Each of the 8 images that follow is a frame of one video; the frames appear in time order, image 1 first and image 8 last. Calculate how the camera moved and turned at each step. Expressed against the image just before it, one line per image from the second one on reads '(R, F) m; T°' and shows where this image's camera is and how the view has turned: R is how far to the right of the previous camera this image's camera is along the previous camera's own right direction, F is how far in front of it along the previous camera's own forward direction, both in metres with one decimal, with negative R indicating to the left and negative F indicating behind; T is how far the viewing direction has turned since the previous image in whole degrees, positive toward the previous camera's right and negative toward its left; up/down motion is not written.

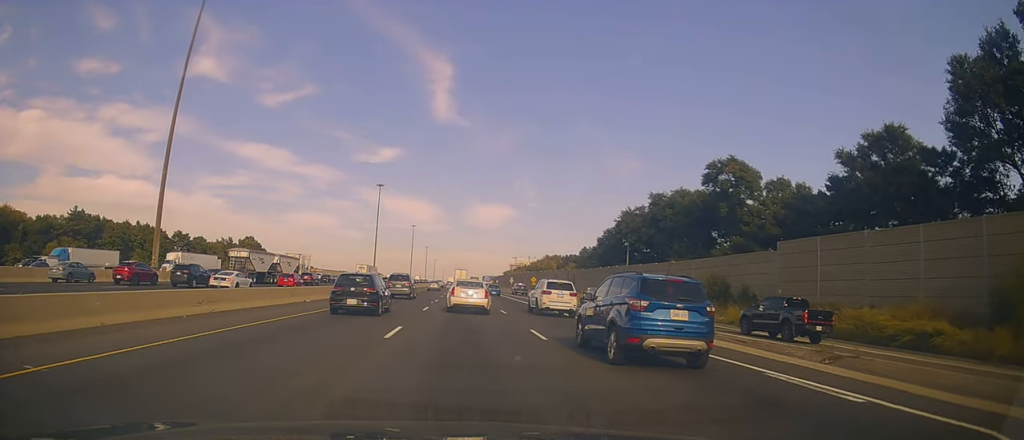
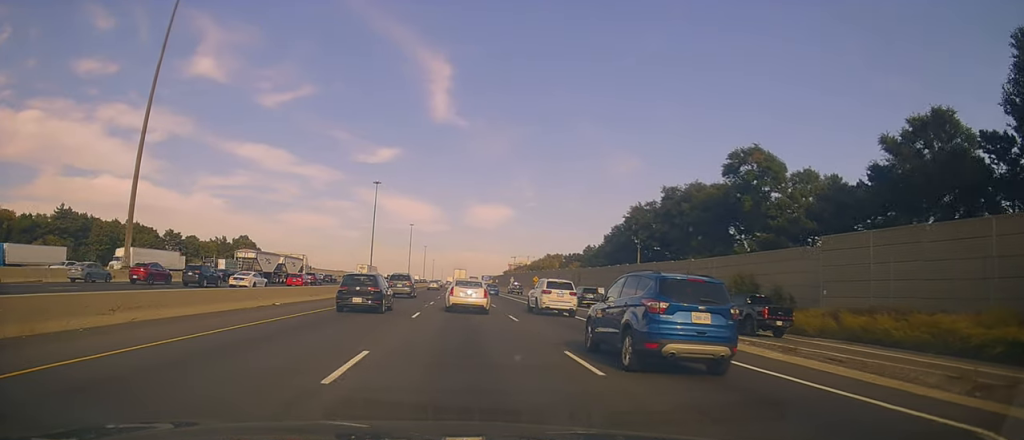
(-0.4, +5.4) m; -1°
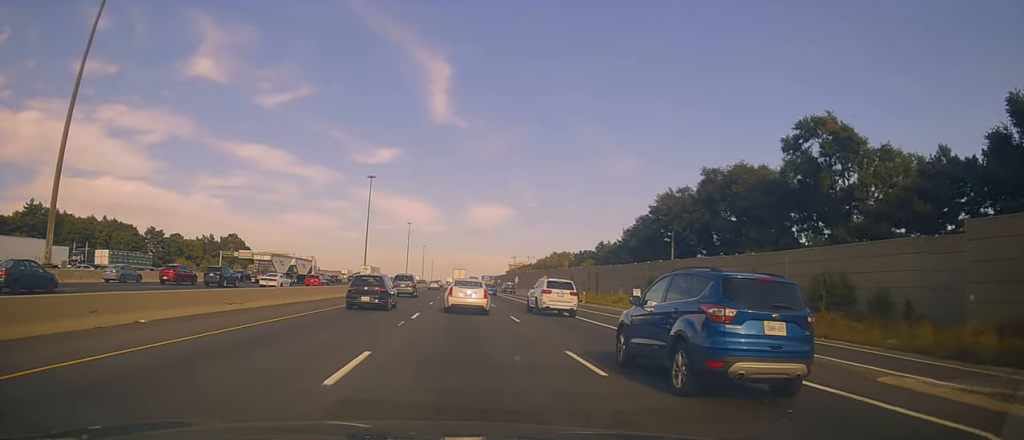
(-0.1, +12.1) m; +1°
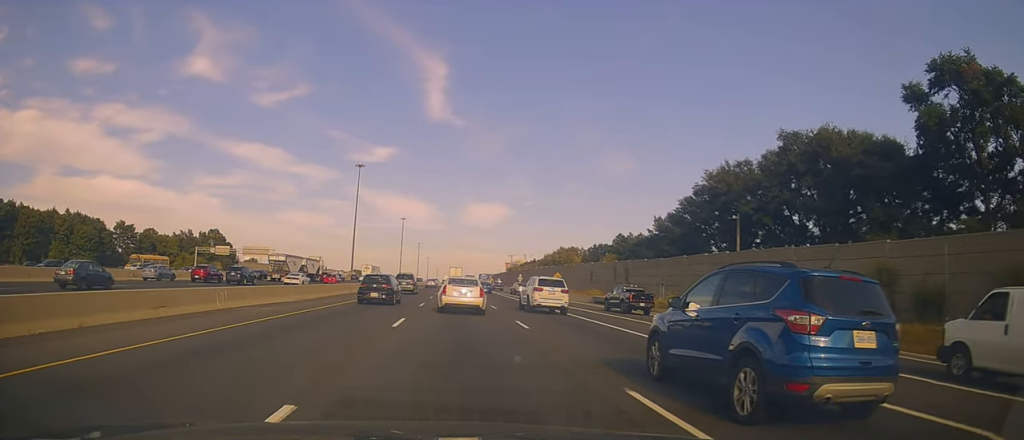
(+0.6, +16.8) m; +3°
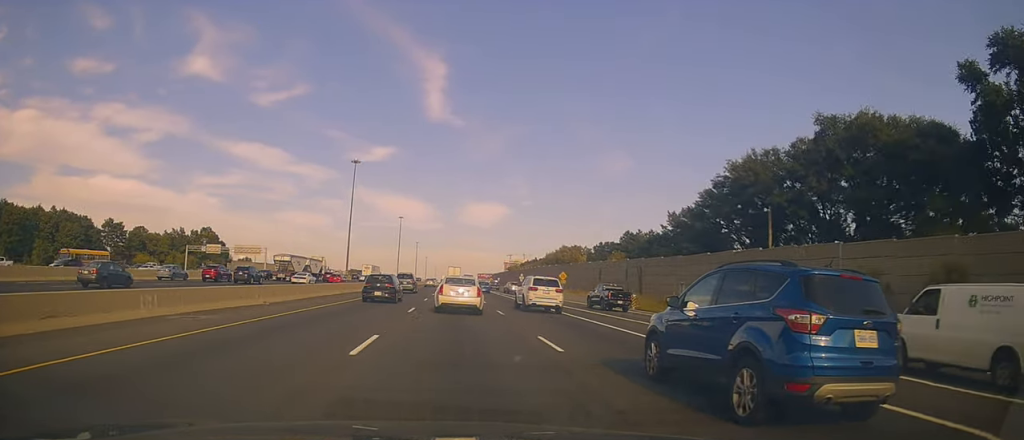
(+0.3, +6.0) m; -2°
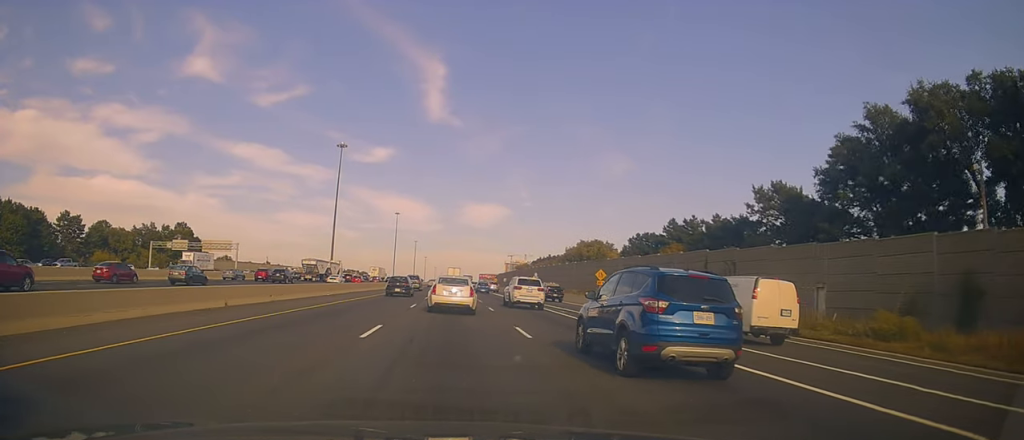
(-0.2, +23.9) m; +1°
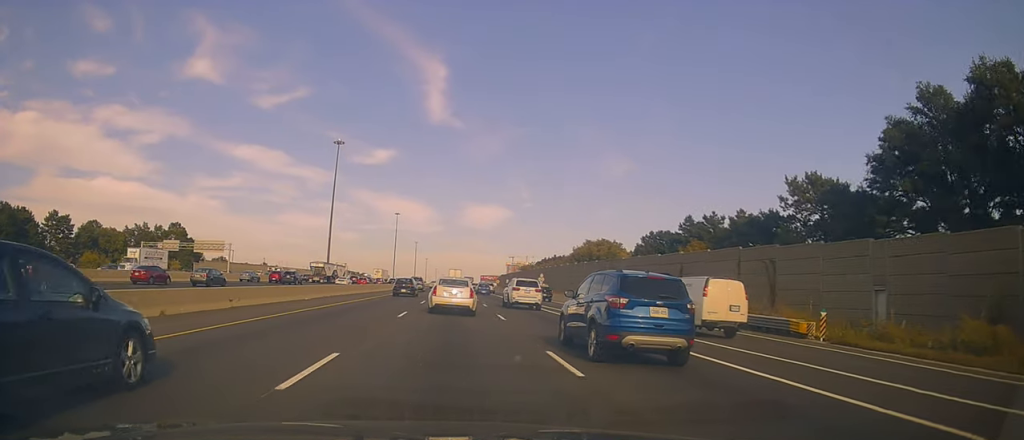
(-0.5, +5.9) m; -1°
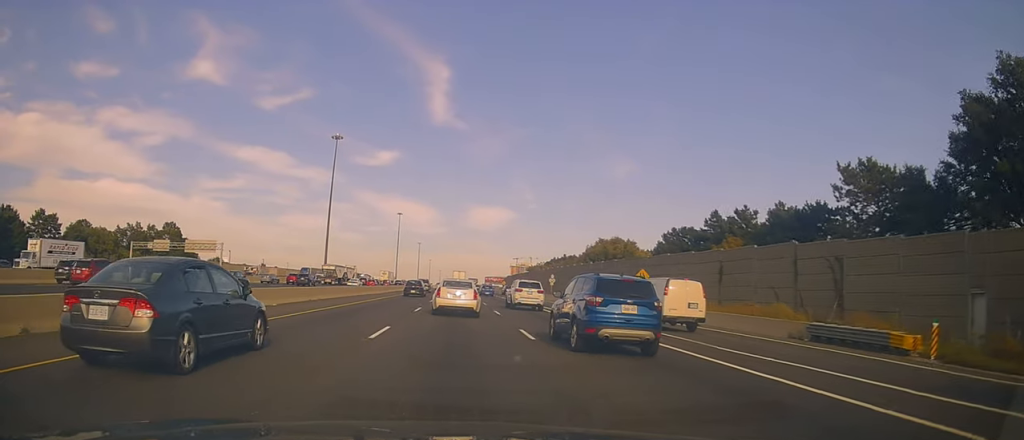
(+0.4, +7.0) m; 0°
